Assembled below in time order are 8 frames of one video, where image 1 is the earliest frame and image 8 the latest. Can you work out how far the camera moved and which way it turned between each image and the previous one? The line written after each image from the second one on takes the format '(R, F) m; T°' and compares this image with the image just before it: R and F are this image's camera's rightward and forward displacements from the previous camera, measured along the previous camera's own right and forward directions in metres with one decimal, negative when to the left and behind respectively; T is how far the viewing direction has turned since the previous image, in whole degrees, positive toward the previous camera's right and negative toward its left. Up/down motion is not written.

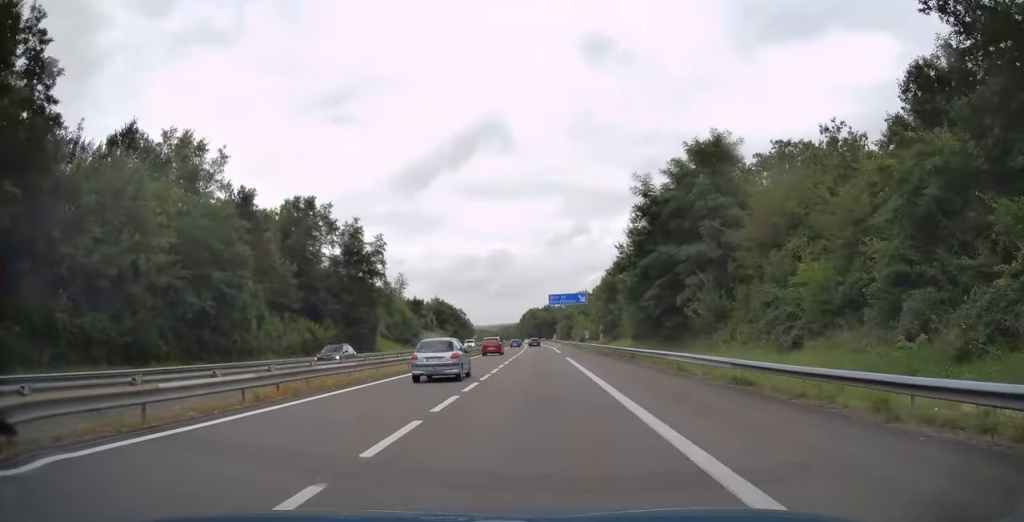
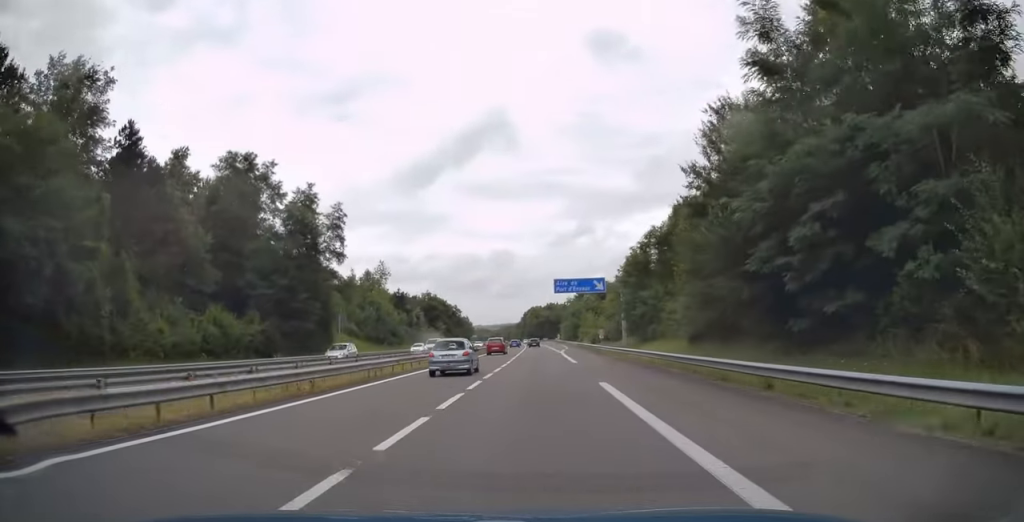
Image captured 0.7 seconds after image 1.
(-0.3, +21.6) m; -1°
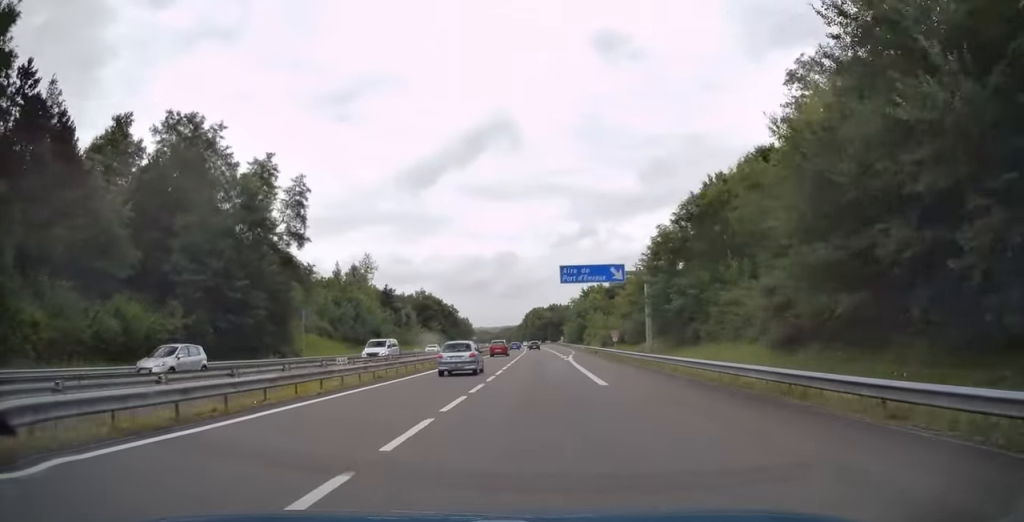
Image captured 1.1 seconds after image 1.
(-0.1, +13.5) m; 0°
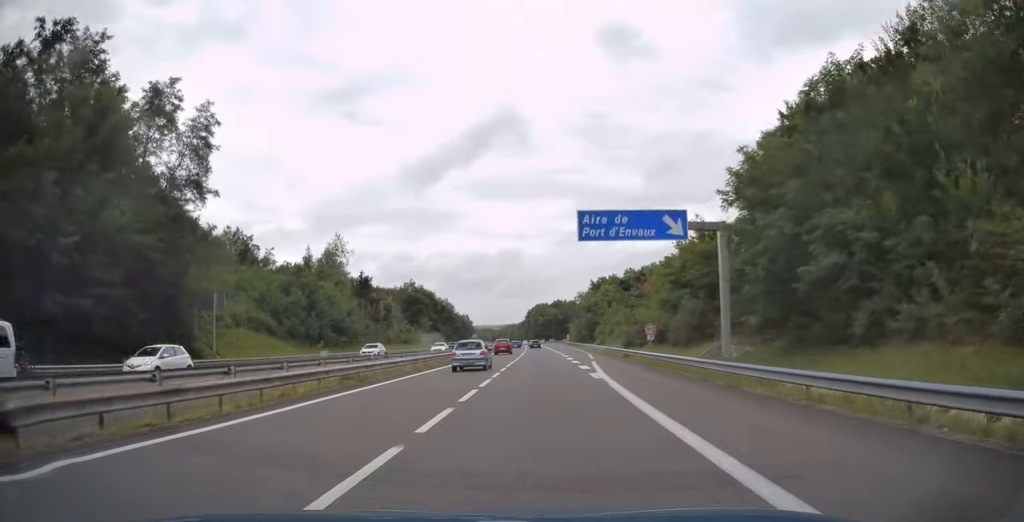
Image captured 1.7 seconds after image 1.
(0.0, +20.5) m; 0°
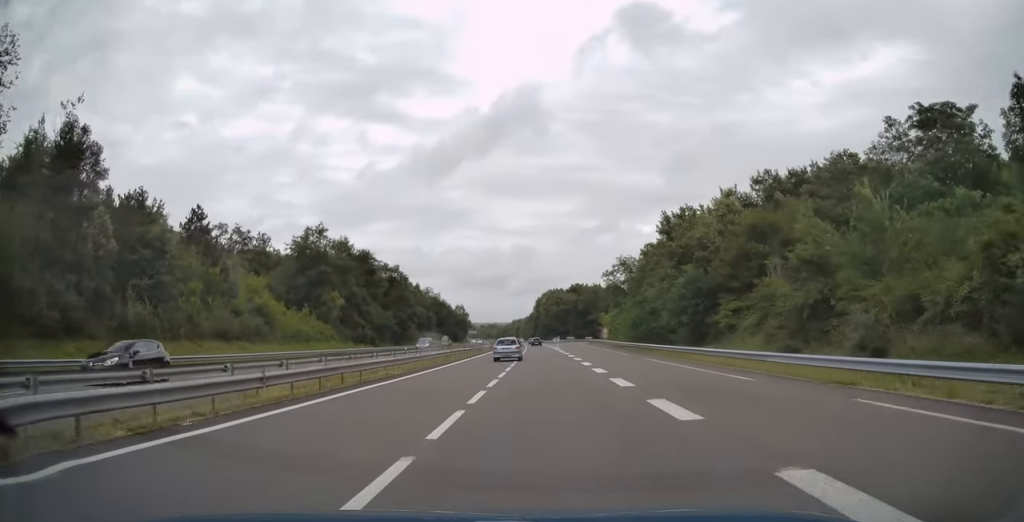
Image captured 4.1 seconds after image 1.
(-1.0, +77.2) m; -1°
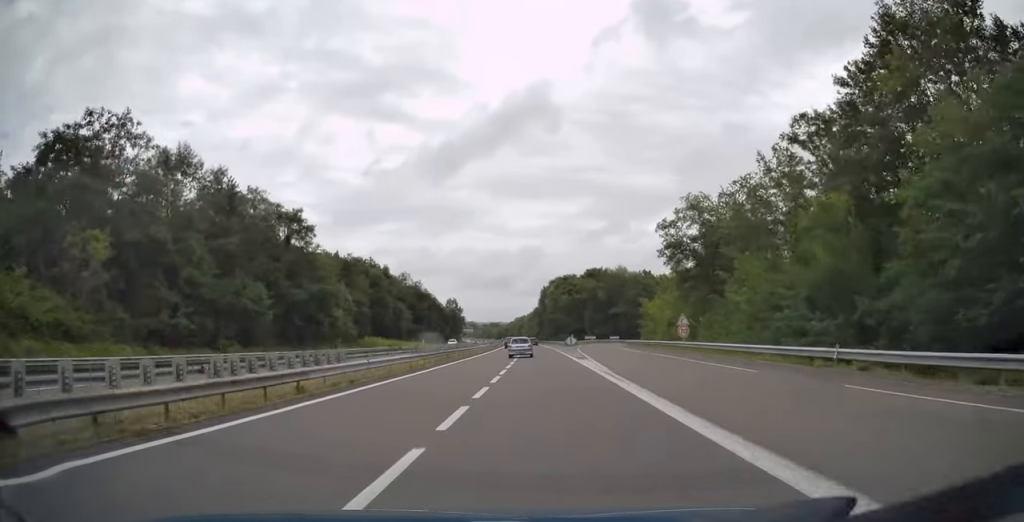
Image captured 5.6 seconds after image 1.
(-0.2, +49.5) m; -1°
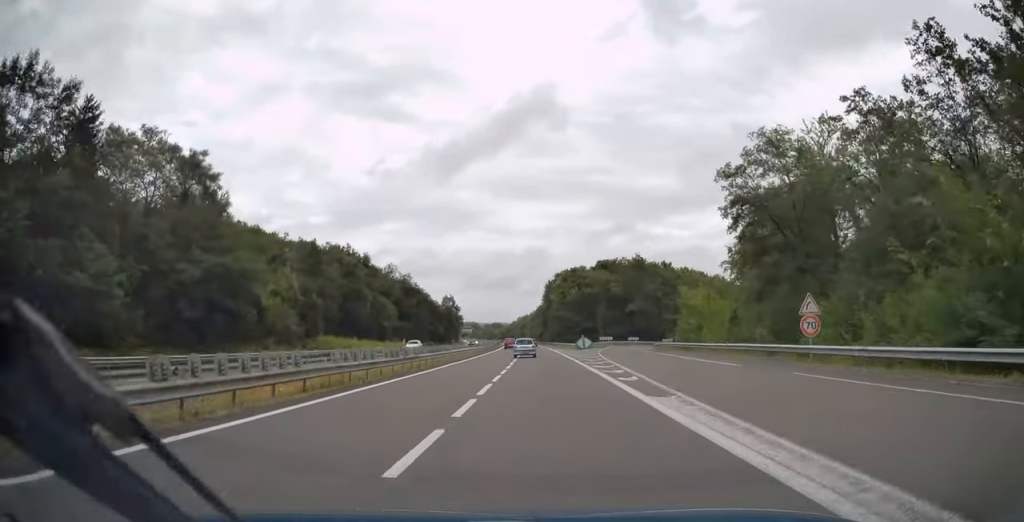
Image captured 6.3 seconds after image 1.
(-0.1, +21.6) m; 0°
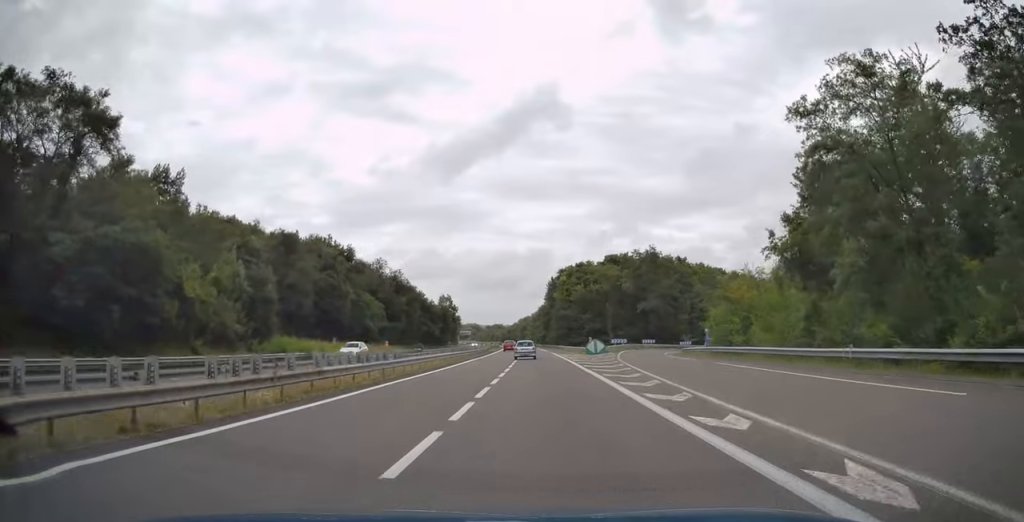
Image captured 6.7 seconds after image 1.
(0.0, +13.5) m; 0°
